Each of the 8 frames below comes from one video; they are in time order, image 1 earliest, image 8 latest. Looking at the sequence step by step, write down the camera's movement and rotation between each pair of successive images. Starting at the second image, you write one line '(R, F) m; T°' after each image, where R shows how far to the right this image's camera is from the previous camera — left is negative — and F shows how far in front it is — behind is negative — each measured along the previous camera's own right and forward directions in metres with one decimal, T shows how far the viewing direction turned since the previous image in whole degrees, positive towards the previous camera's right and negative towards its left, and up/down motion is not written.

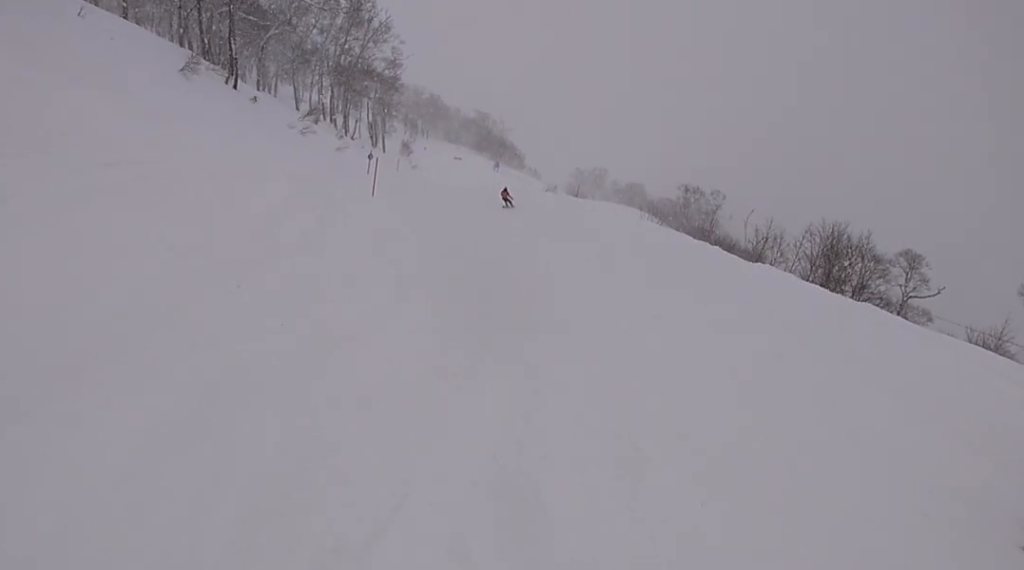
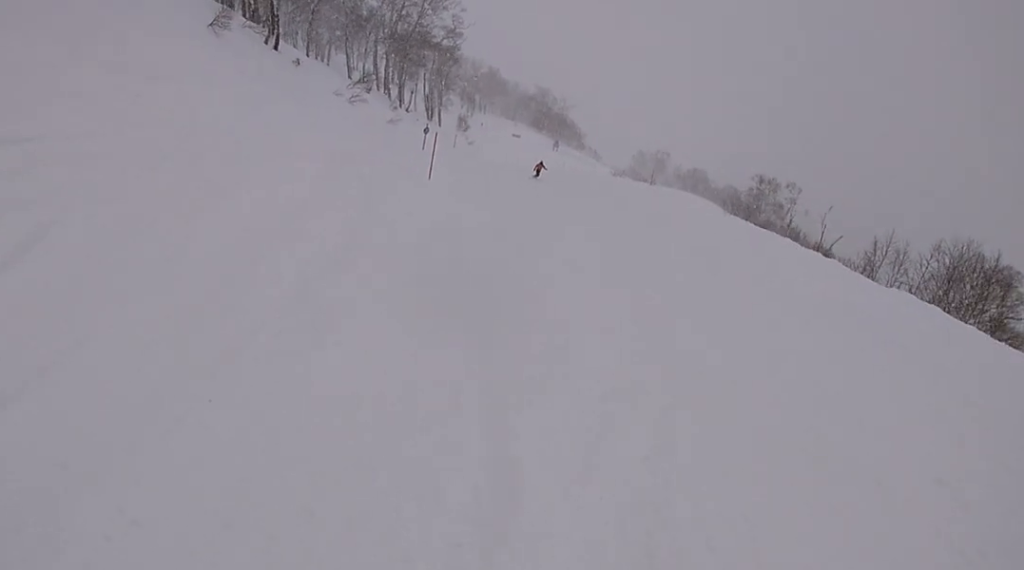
(0.0, +4.6) m; 0°
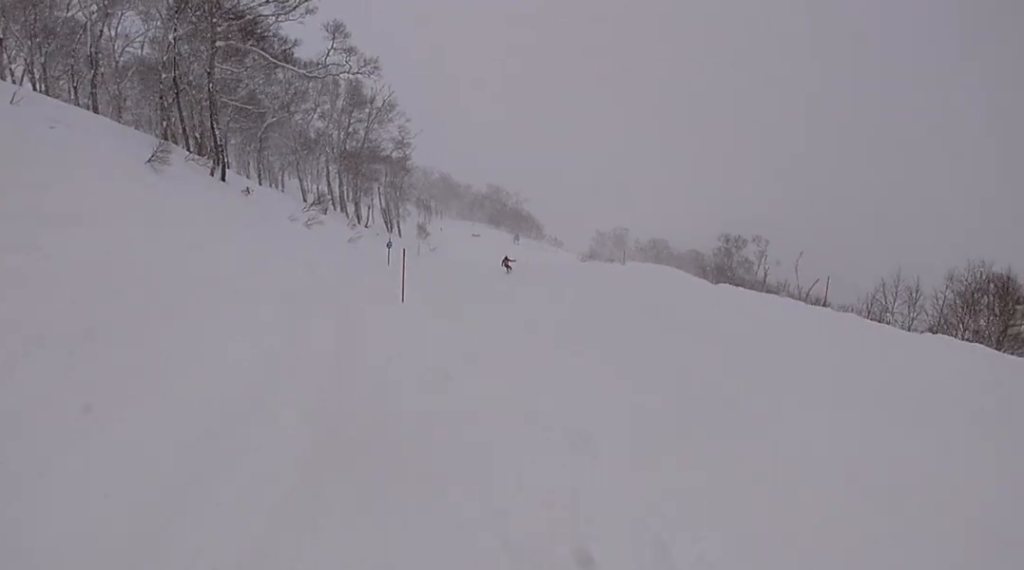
(0.0, +2.9) m; 0°
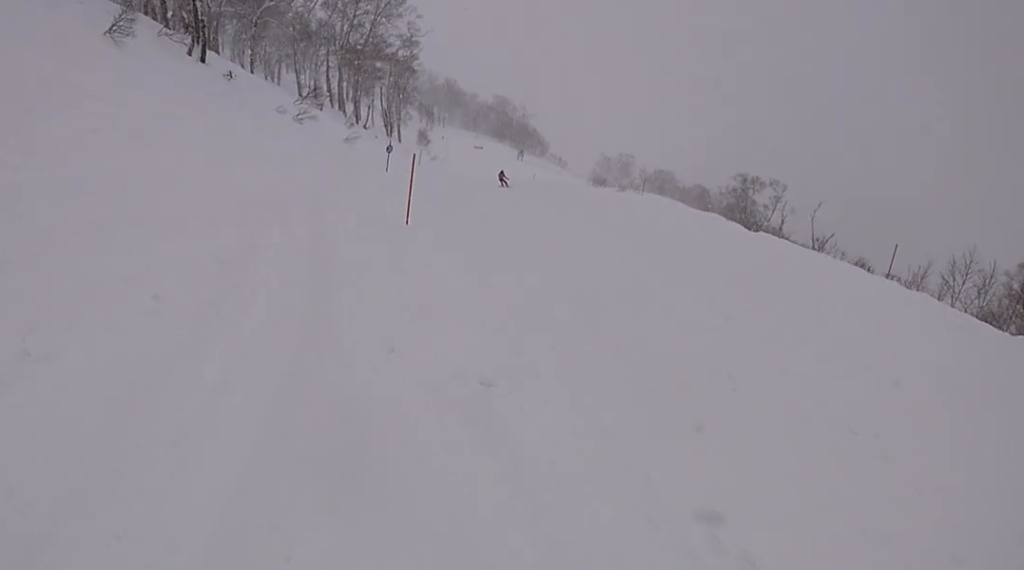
(0.0, +3.6) m; 0°
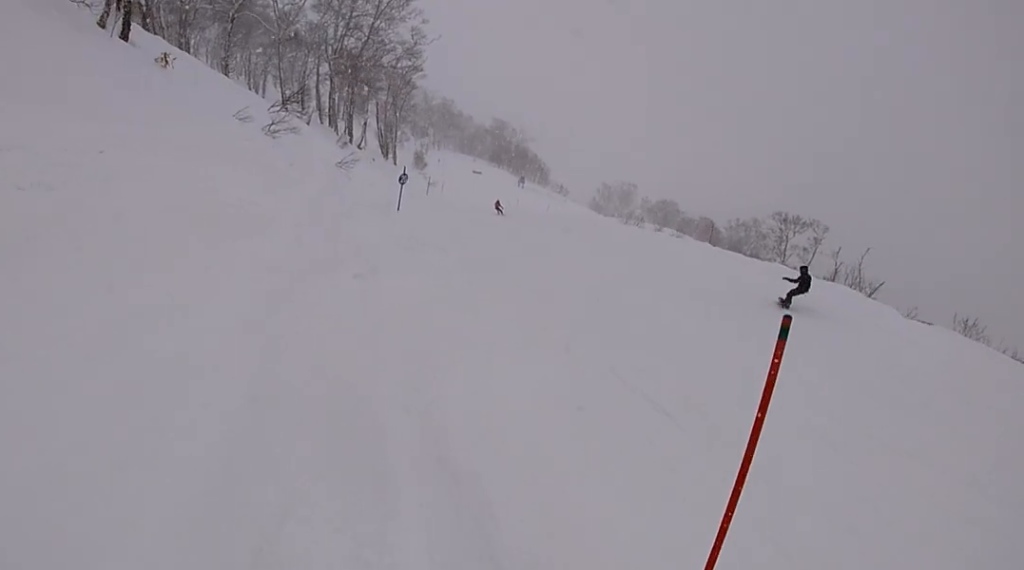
(-0.2, +10.6) m; -9°
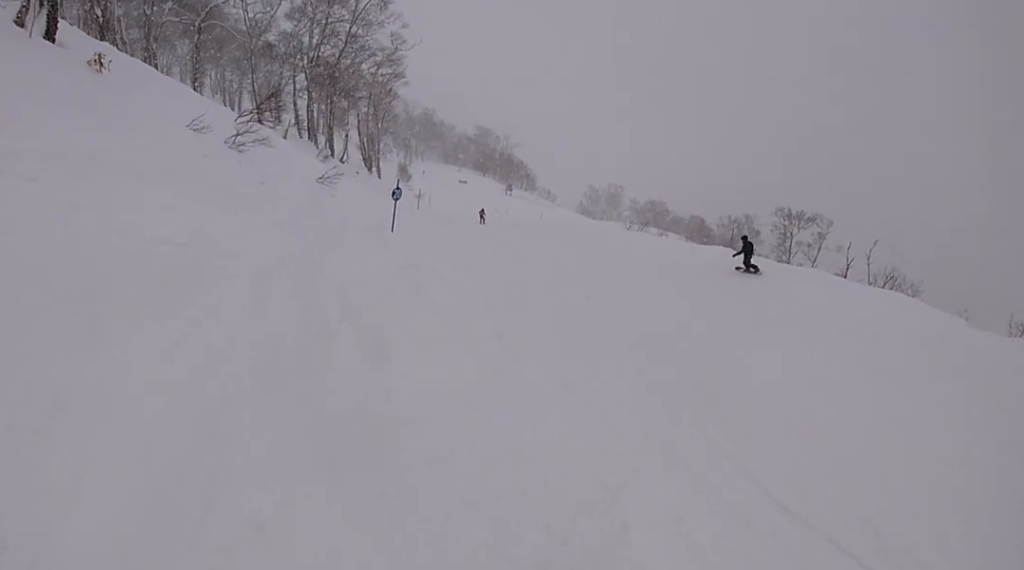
(-0.3, +3.6) m; -3°
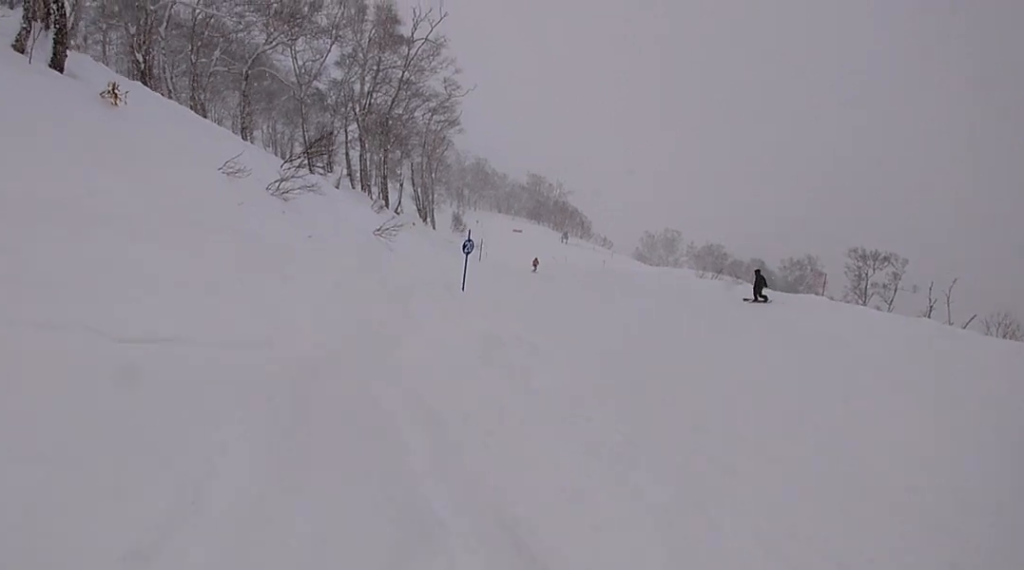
(-0.1, +3.0) m; +3°
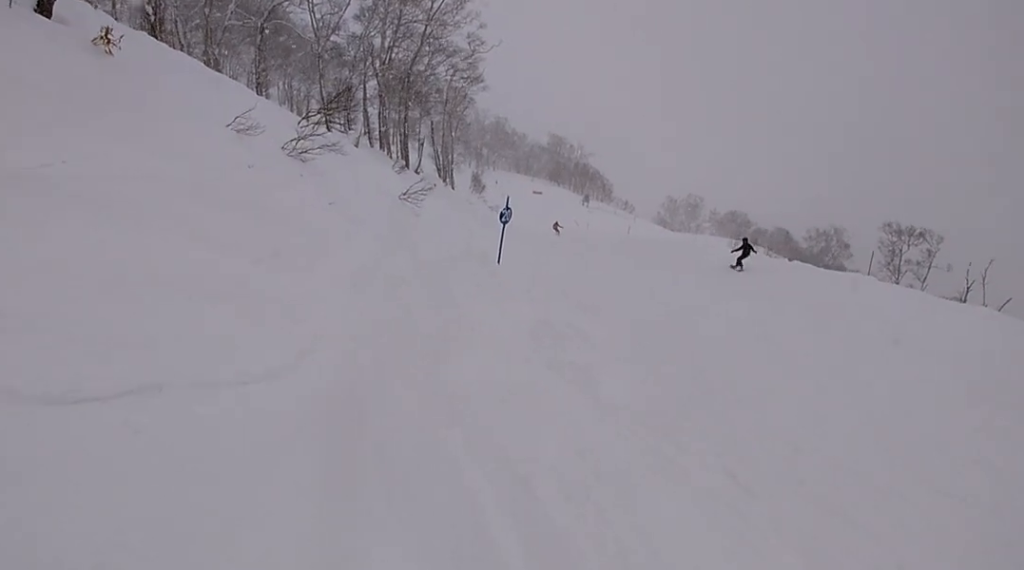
(+0.2, +1.9) m; +5°
